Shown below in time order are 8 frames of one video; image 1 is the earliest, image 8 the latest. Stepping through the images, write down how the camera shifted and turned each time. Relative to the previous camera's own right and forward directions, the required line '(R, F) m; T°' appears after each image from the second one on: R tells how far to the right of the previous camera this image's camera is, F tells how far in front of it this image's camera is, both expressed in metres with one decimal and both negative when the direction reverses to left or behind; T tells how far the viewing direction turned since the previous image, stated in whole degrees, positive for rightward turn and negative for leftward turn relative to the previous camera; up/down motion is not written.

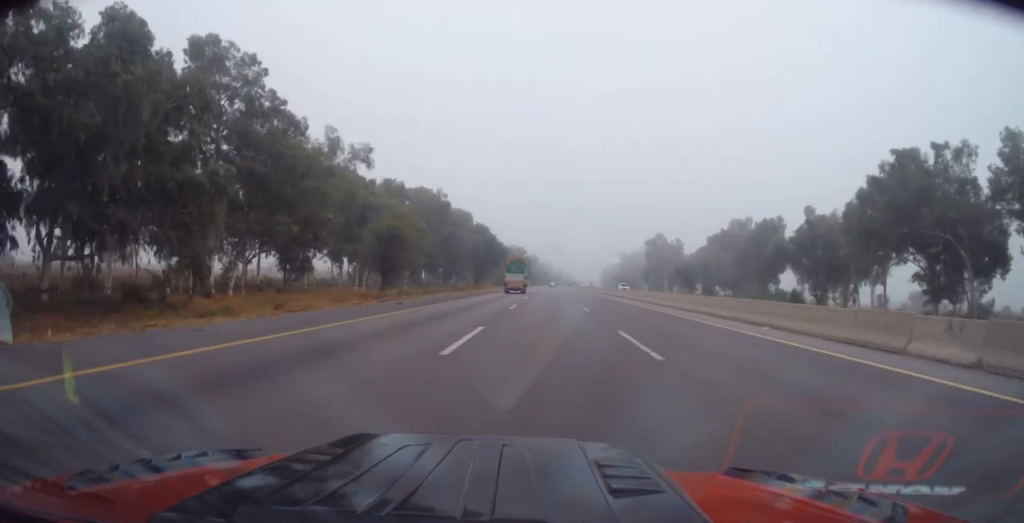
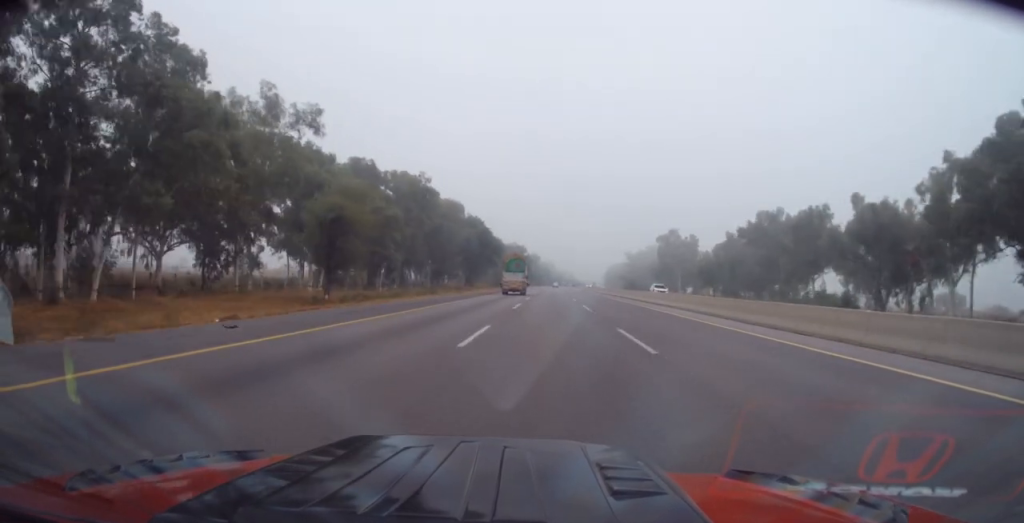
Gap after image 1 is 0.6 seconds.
(-0.2, +16.9) m; 0°
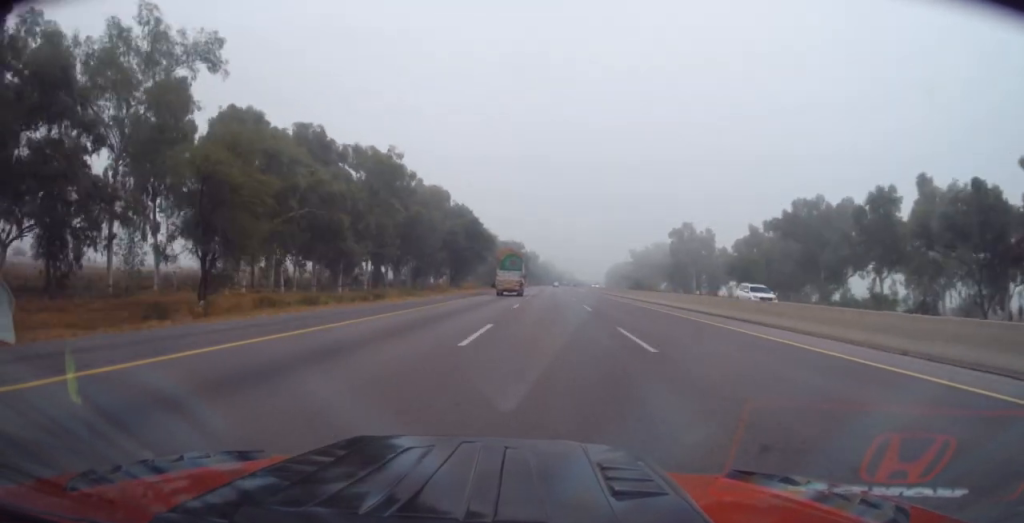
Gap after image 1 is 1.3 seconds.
(+0.3, +18.6) m; 0°
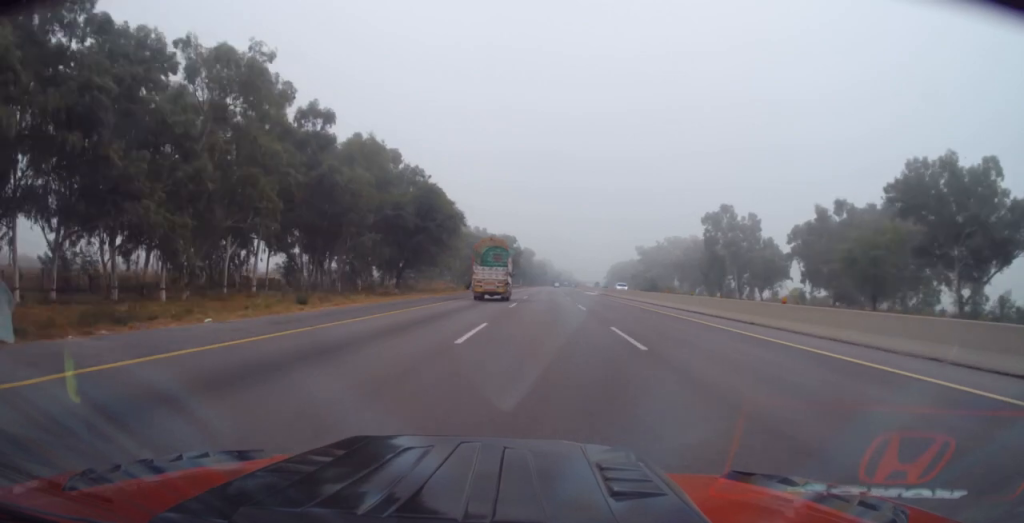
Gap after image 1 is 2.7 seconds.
(-0.2, +35.6) m; 0°
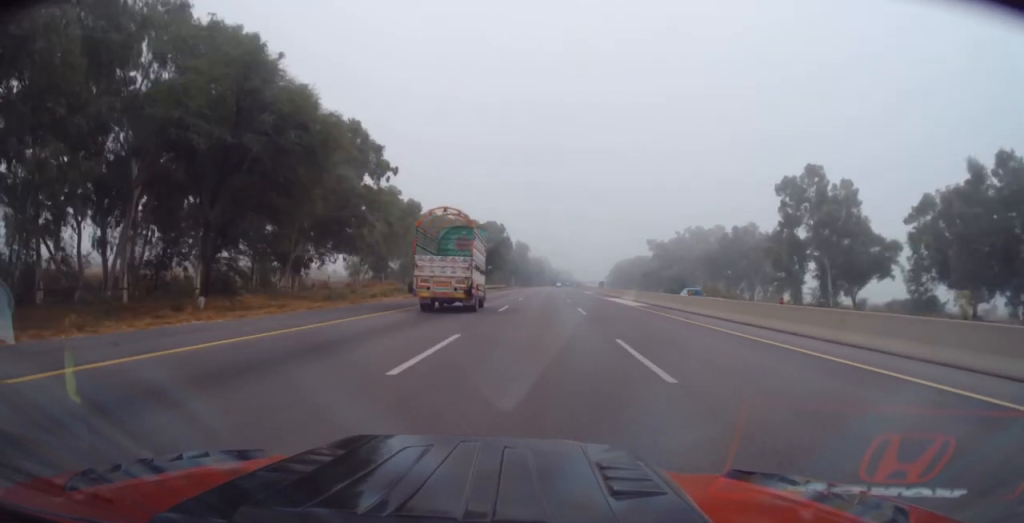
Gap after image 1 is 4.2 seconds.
(+0.2, +40.1) m; -1°
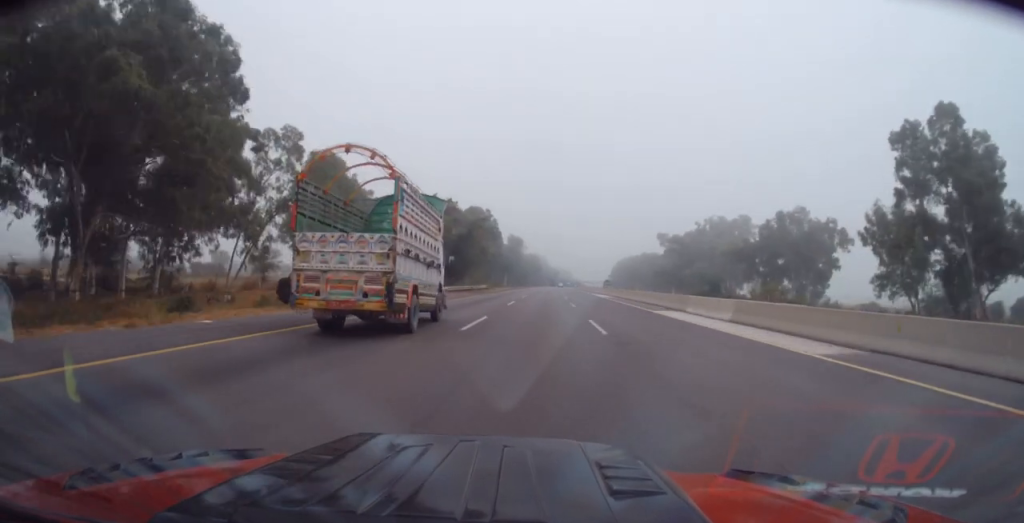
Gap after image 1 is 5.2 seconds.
(-0.3, +28.4) m; +1°
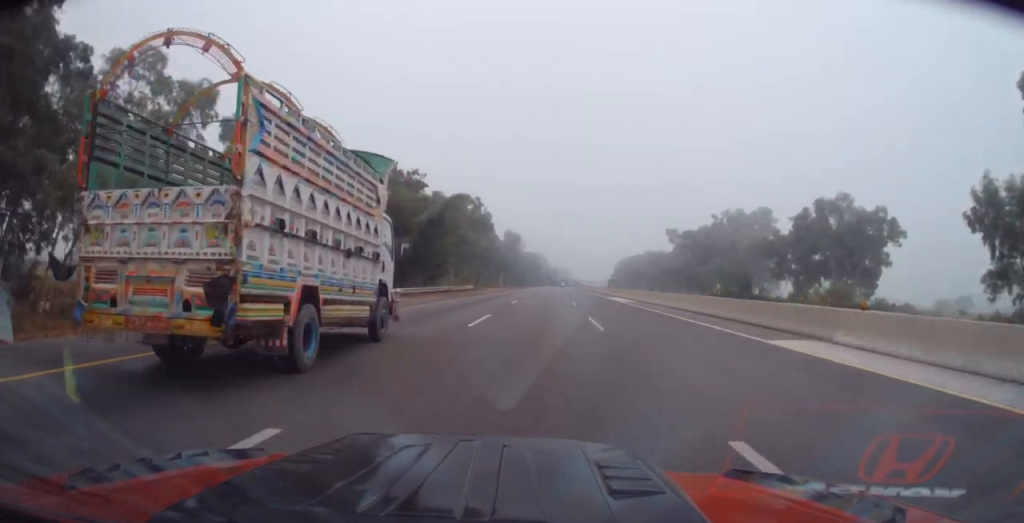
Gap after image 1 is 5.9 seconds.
(+0.2, +16.8) m; +1°
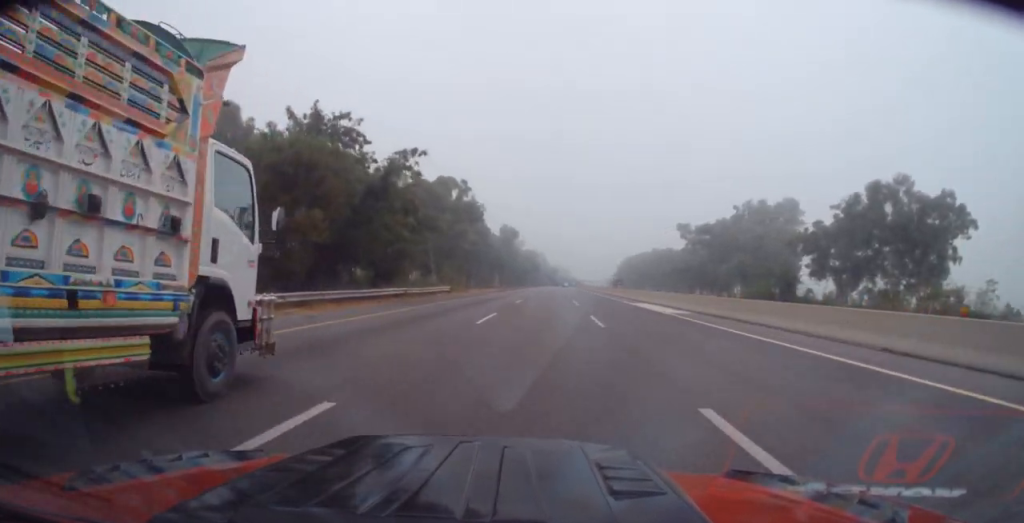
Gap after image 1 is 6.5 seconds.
(+0.6, +16.8) m; 0°
